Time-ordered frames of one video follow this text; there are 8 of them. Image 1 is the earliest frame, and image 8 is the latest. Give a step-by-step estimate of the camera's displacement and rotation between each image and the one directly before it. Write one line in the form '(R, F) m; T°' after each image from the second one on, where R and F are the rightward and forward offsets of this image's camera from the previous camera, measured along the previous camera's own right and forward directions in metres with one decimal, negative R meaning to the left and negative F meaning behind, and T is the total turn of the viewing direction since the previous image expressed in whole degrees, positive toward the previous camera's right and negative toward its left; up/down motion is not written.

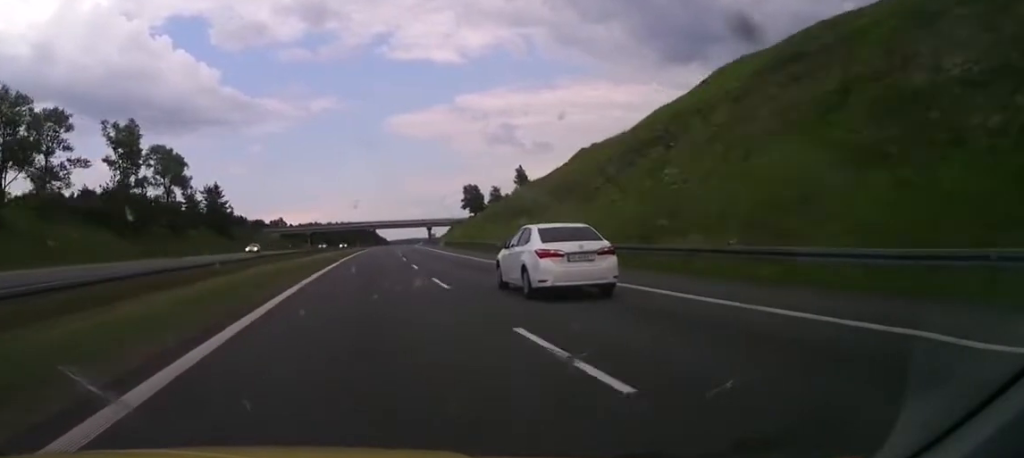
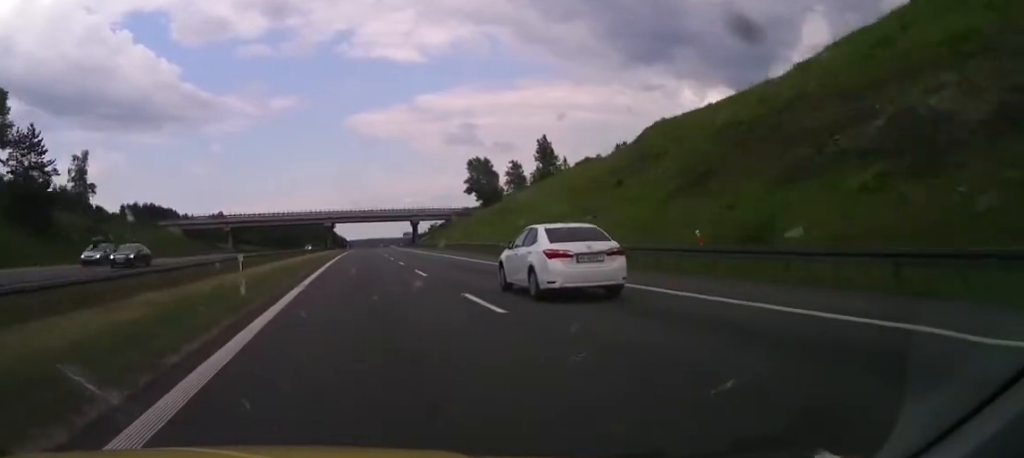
(+3.1, +77.1) m; +5°
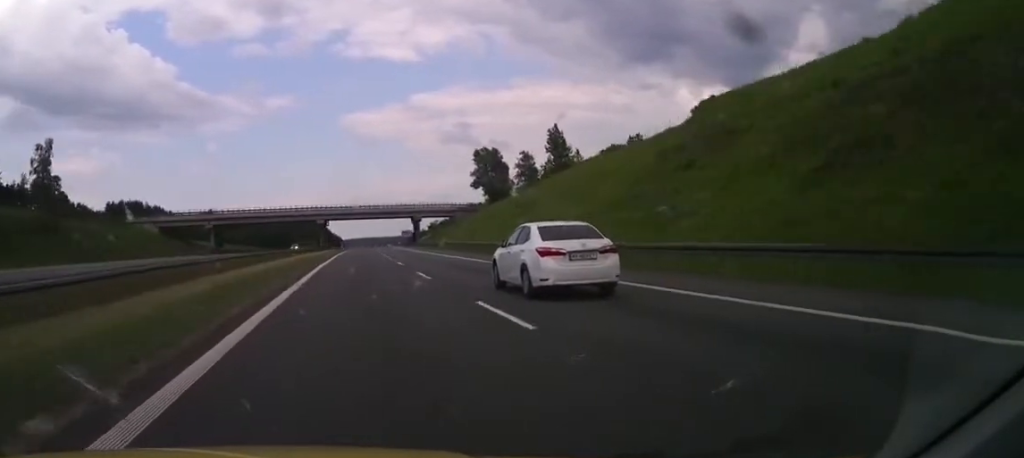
(+0.2, +14.1) m; +1°
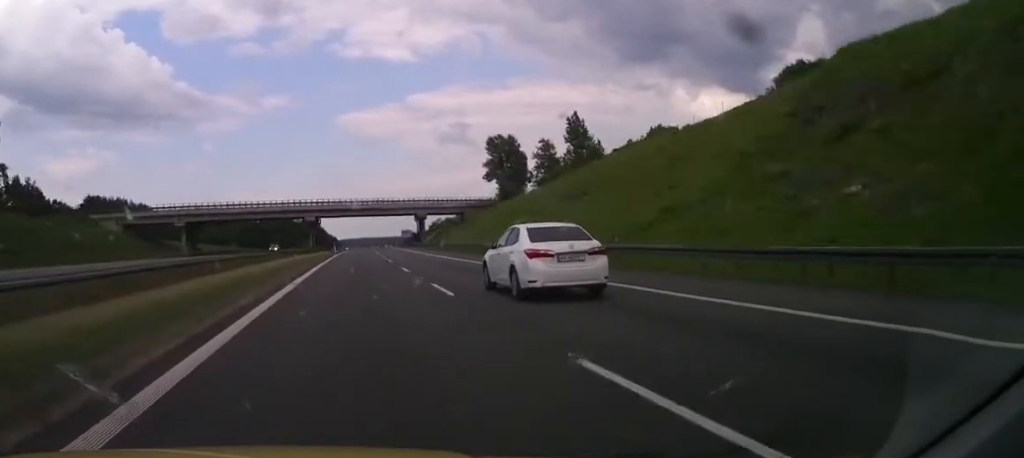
(0.0, +17.6) m; 0°
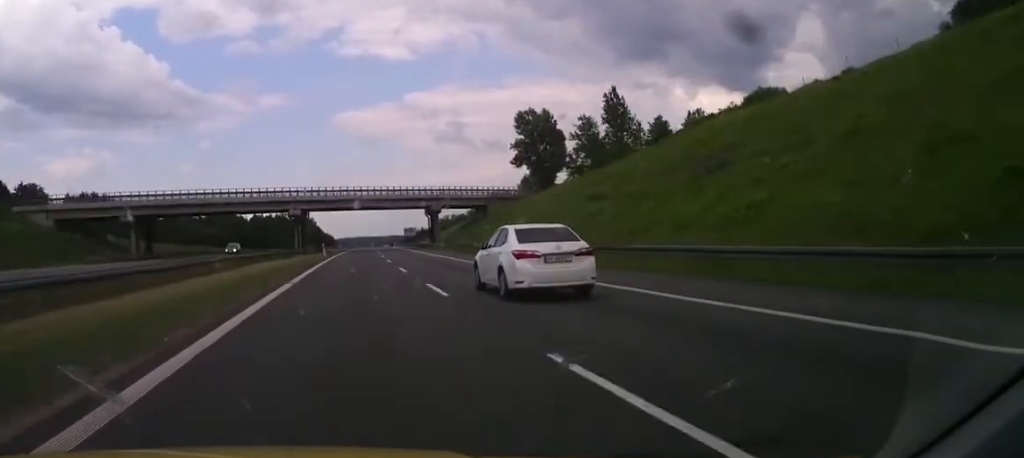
(0.0, +23.4) m; 0°
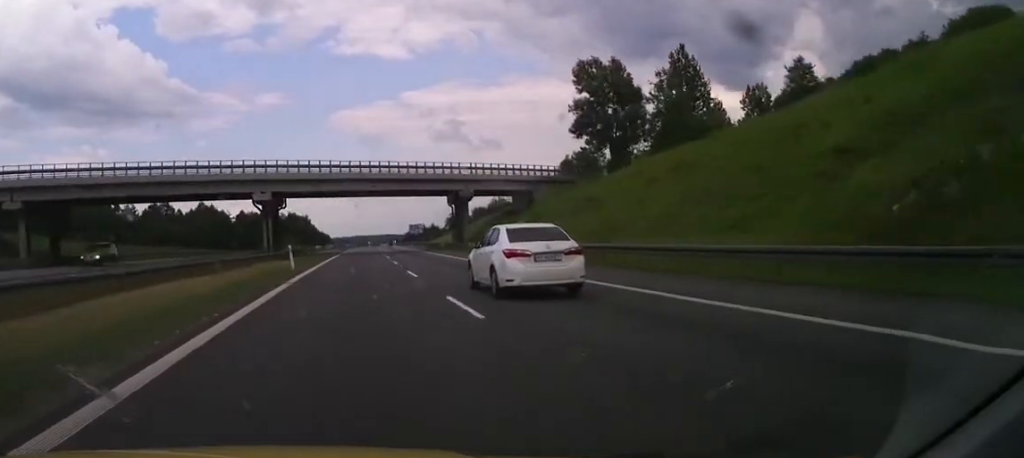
(0.0, +28.0) m; 0°
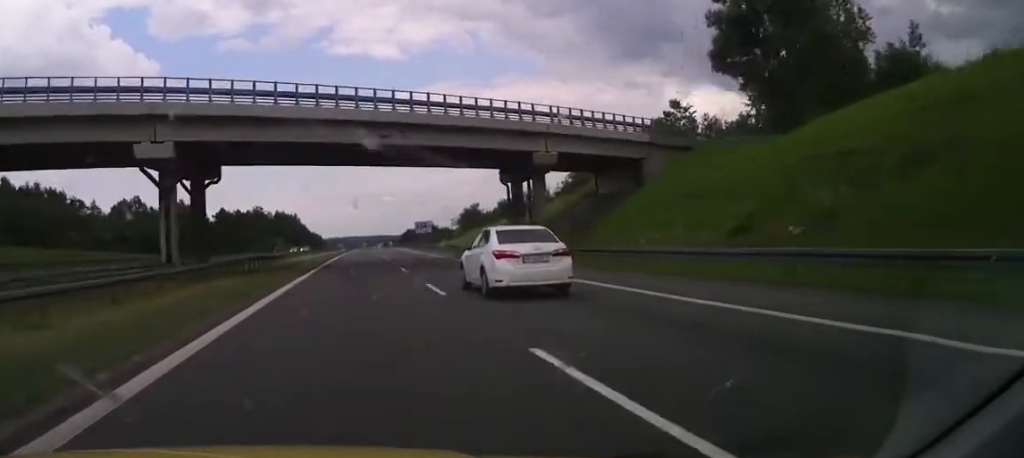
(0.0, +30.3) m; 0°
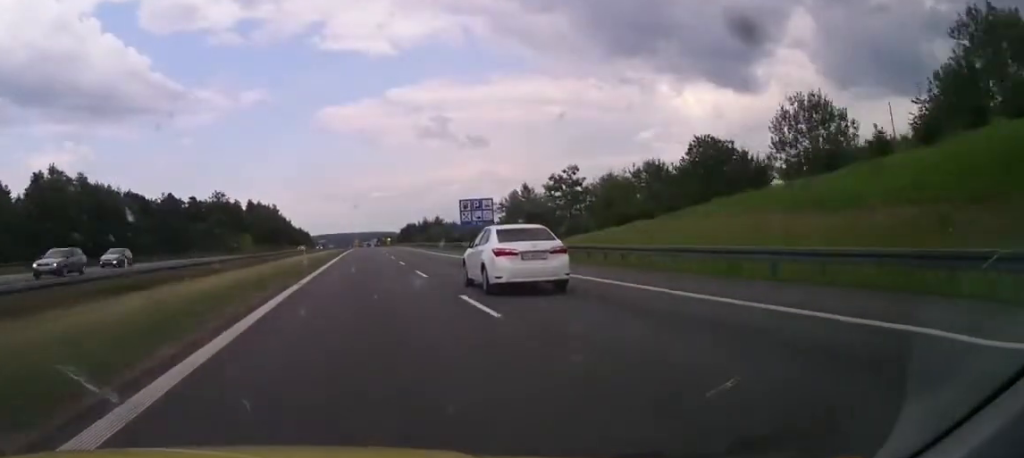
(0.0, +64.0) m; +1°
